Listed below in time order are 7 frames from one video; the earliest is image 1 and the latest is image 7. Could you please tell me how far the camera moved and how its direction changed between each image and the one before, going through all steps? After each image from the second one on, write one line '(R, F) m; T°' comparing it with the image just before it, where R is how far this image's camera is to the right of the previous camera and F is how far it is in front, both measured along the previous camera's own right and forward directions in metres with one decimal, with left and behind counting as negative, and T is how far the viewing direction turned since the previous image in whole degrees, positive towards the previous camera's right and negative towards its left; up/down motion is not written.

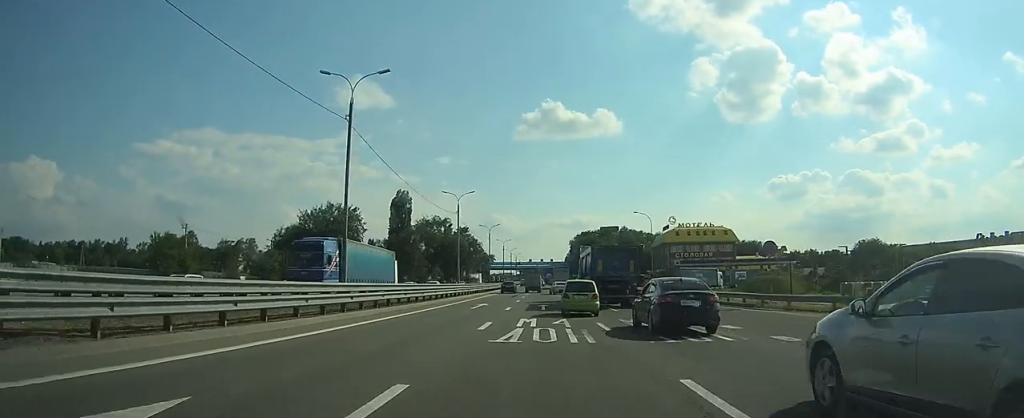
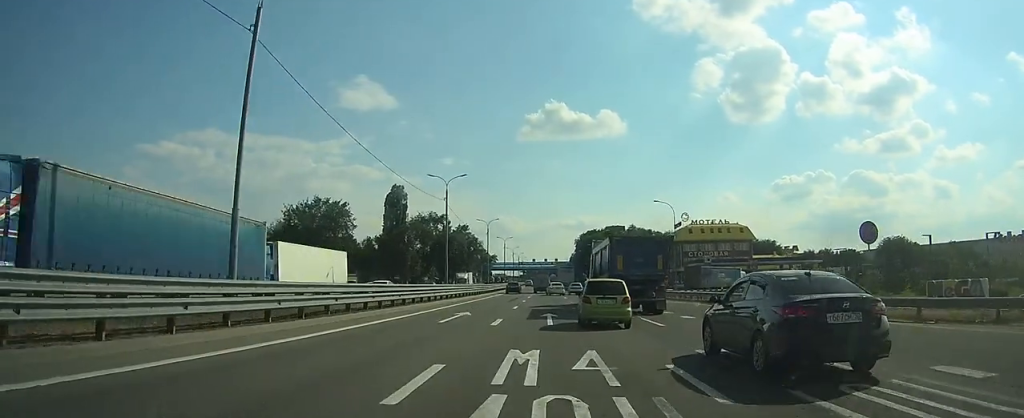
(0.0, +10.1) m; 0°
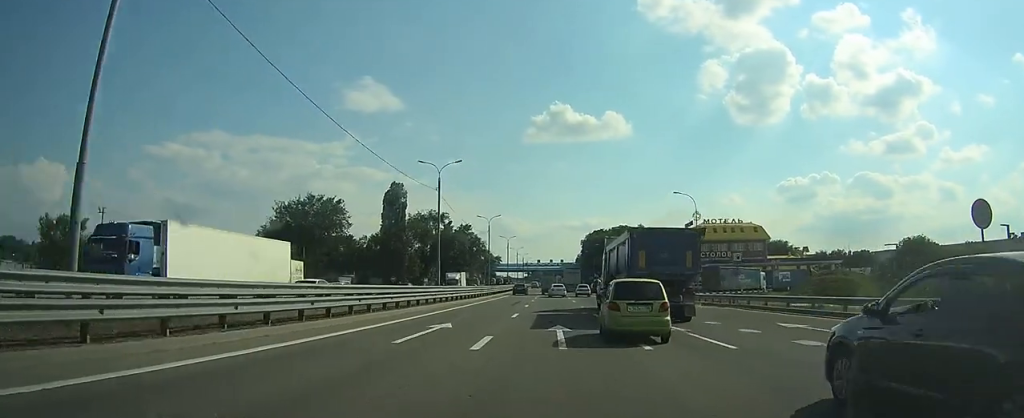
(0.0, +6.4) m; 0°
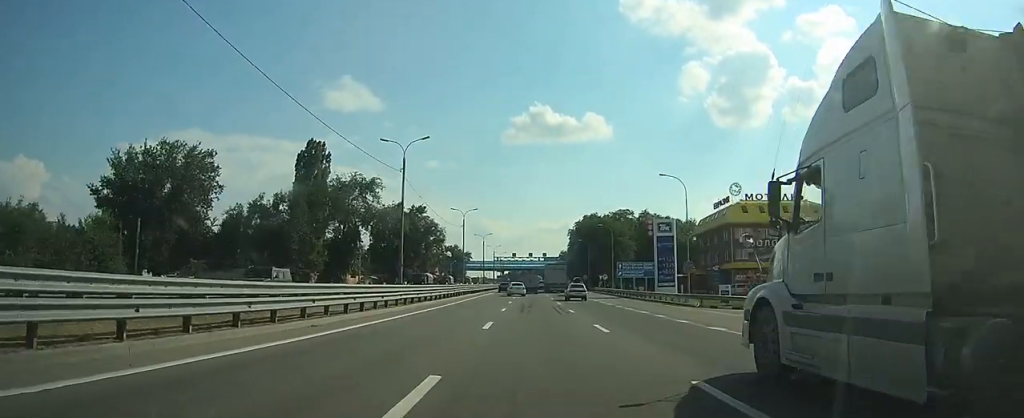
(-0.6, +38.9) m; -1°
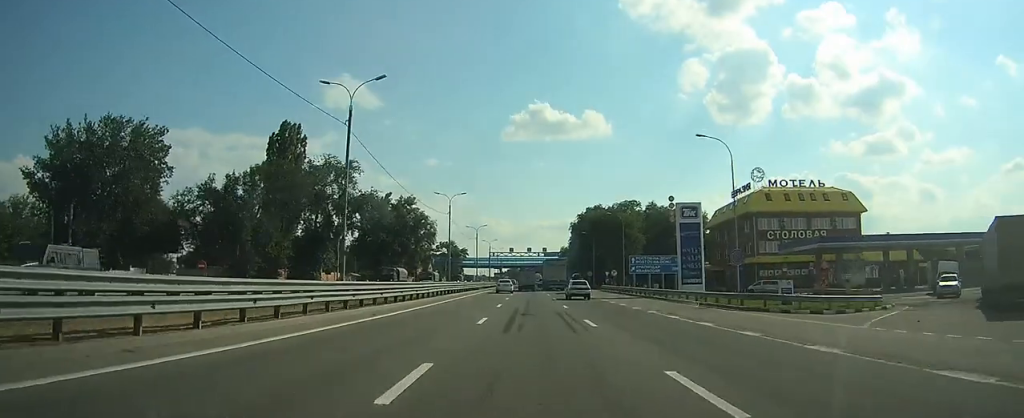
(0.0, +10.0) m; 0°
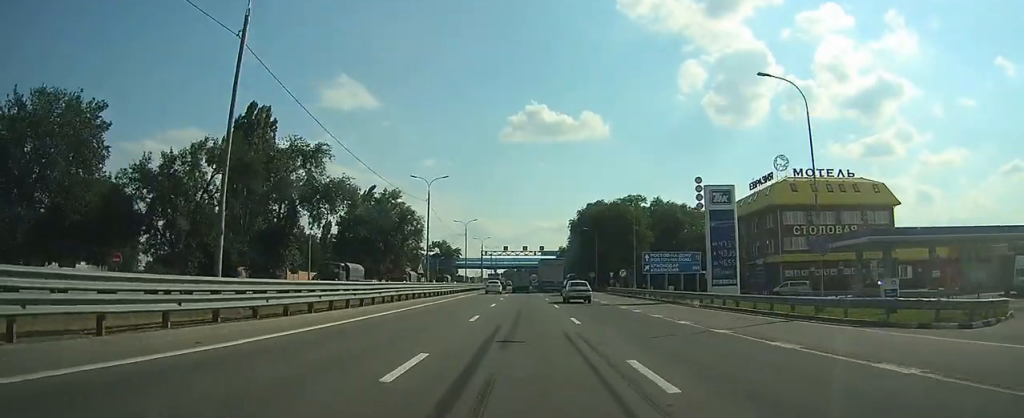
(0.0, +9.8) m; 0°
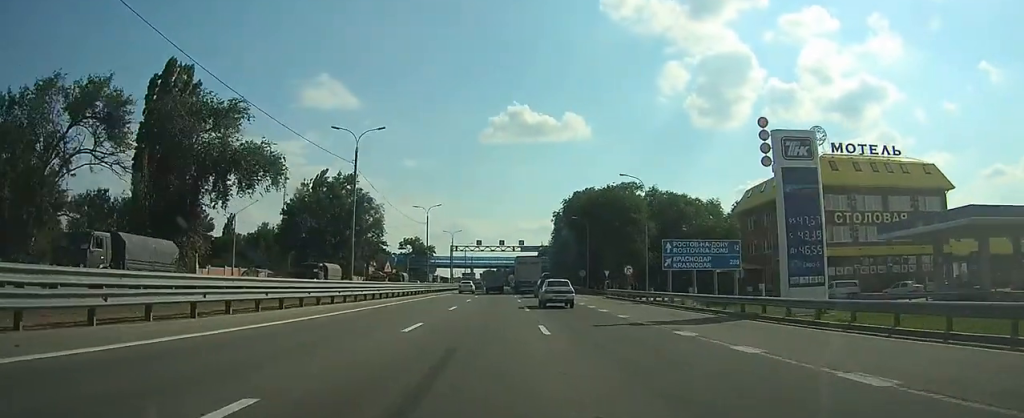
(+0.1, +16.1) m; +1°
